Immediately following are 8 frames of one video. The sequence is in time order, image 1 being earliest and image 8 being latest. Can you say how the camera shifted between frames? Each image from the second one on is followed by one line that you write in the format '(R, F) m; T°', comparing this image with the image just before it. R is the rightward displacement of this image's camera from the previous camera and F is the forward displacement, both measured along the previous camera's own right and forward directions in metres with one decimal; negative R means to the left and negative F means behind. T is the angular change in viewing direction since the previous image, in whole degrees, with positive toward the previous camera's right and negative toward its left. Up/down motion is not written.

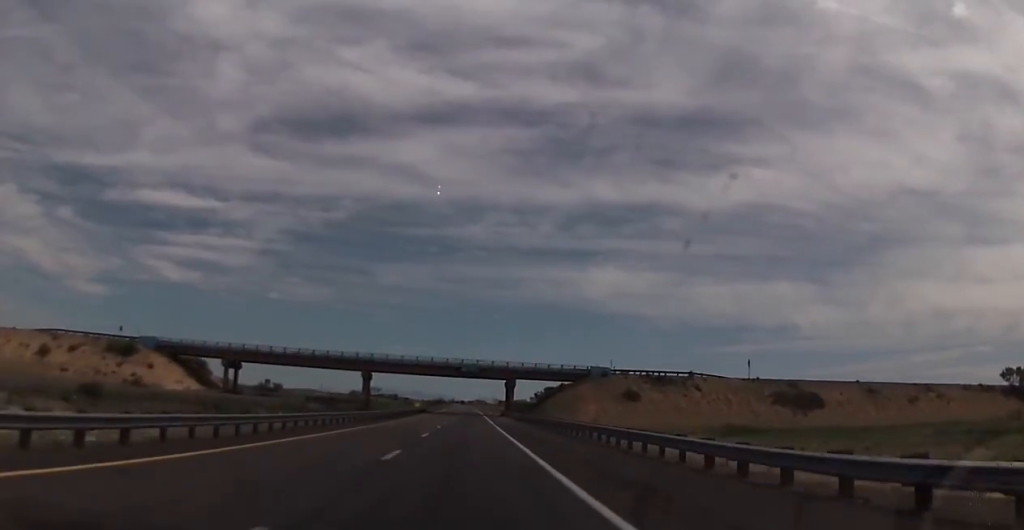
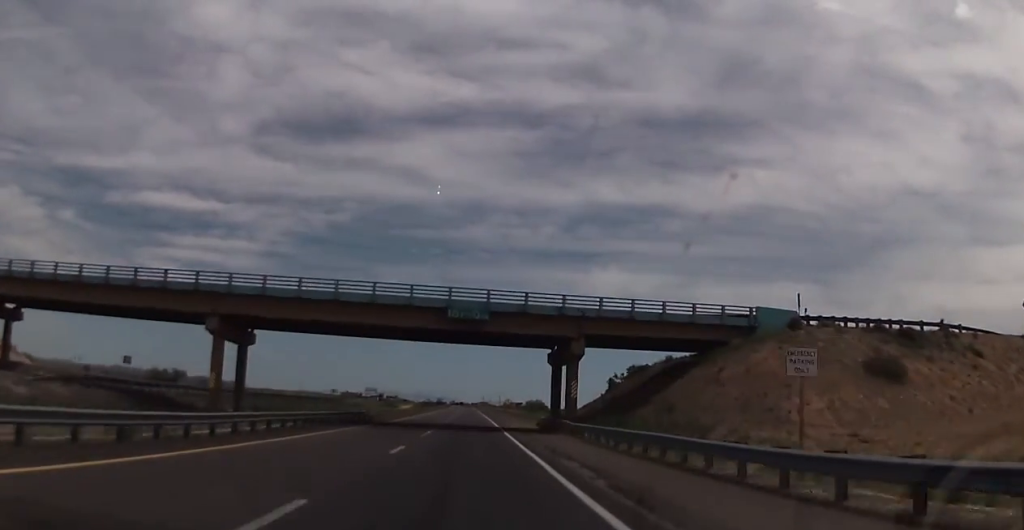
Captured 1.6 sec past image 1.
(-0.4, +58.9) m; 0°
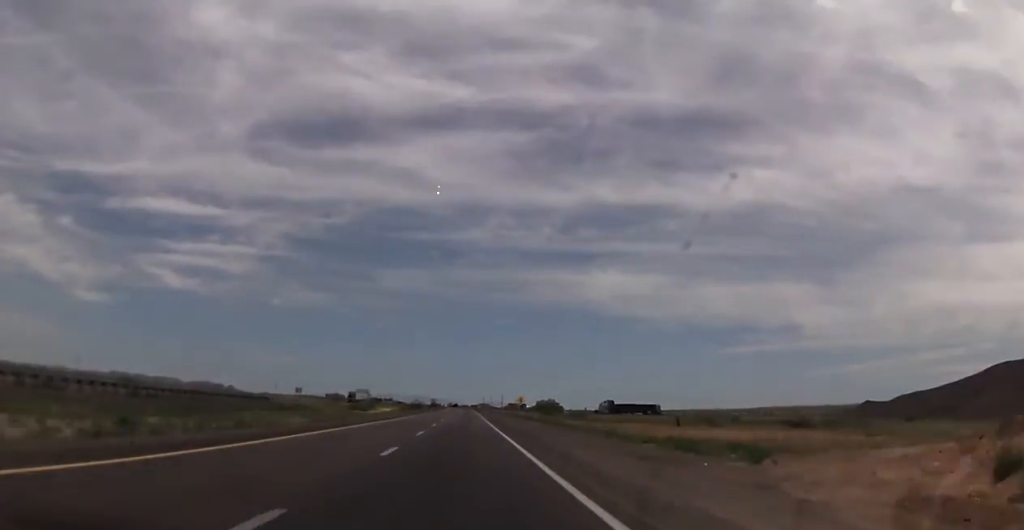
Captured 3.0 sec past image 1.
(+0.3, +49.6) m; 0°
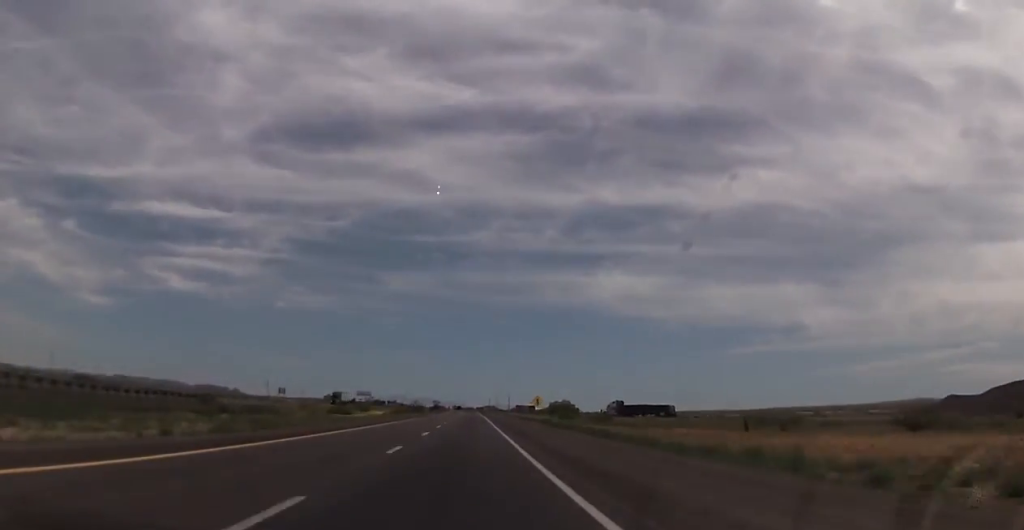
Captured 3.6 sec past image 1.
(-0.2, +23.1) m; -1°
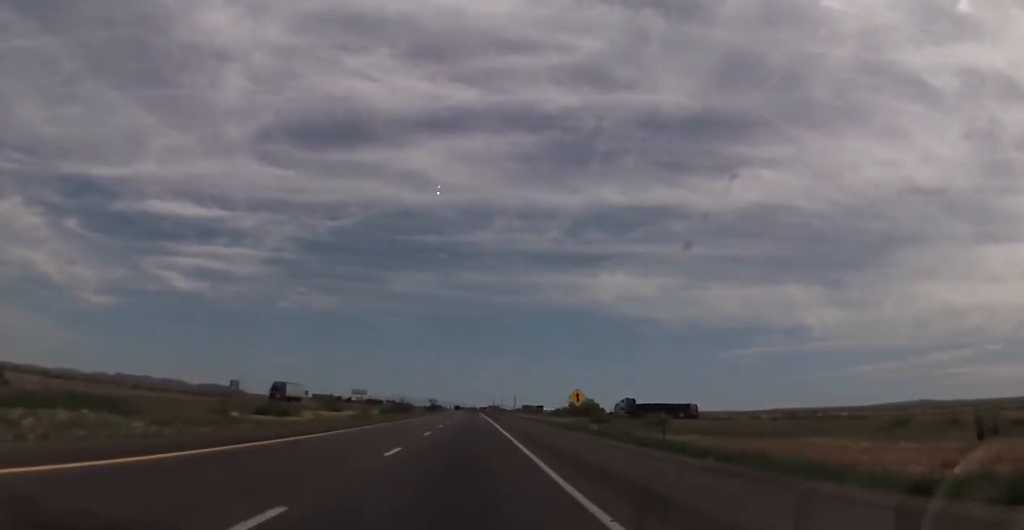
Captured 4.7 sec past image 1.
(0.0, +37.7) m; -1°
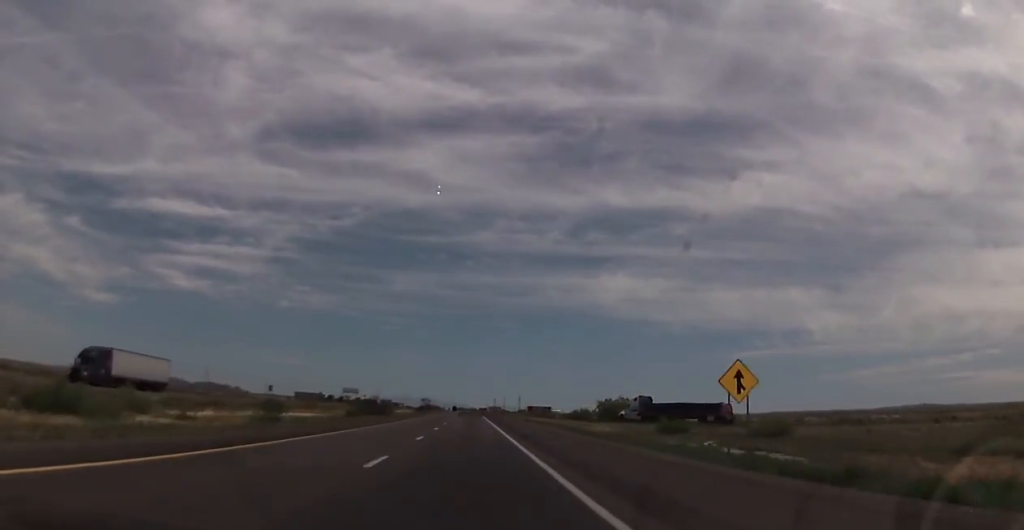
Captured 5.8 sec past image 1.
(-0.4, +40.1) m; 0°
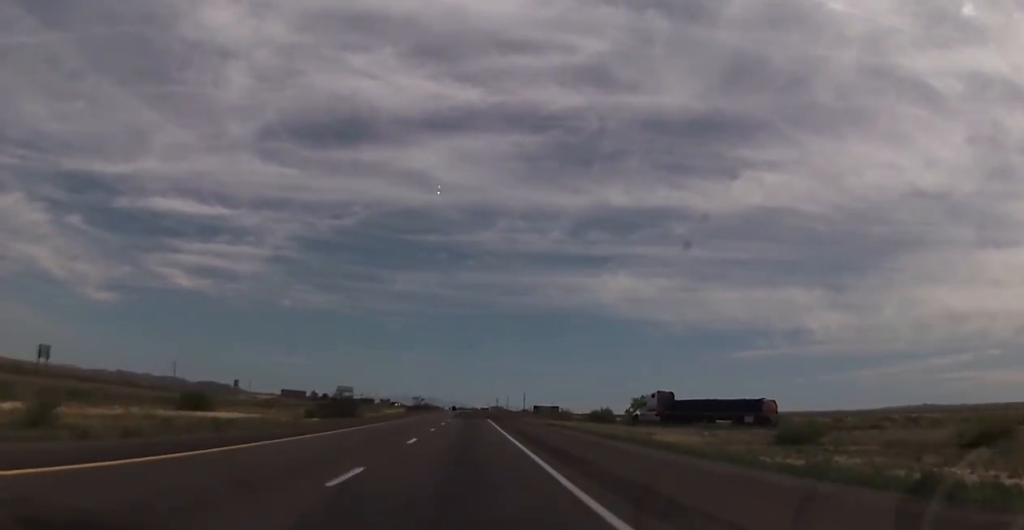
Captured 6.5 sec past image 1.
(+0.4, +28.0) m; +1°
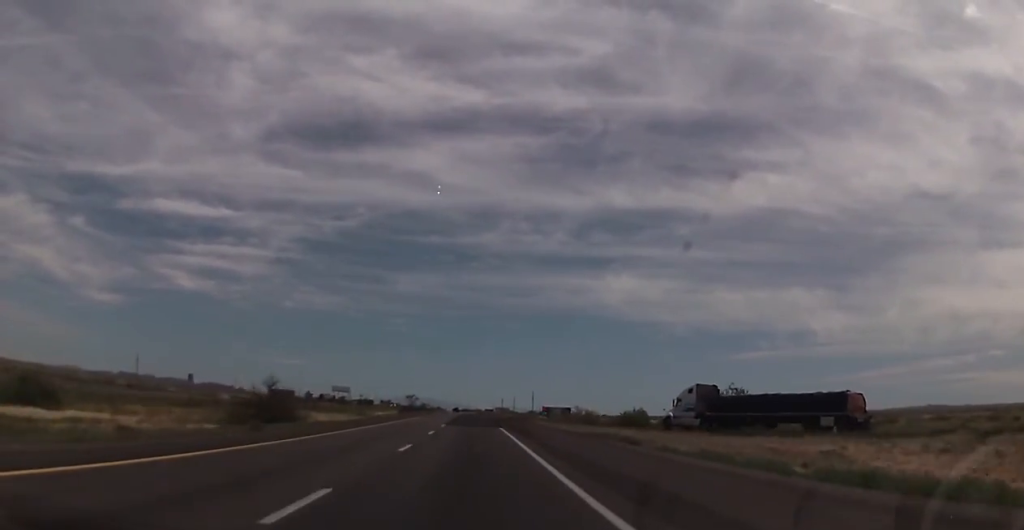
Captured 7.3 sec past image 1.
(0.0, +27.9) m; -1°
